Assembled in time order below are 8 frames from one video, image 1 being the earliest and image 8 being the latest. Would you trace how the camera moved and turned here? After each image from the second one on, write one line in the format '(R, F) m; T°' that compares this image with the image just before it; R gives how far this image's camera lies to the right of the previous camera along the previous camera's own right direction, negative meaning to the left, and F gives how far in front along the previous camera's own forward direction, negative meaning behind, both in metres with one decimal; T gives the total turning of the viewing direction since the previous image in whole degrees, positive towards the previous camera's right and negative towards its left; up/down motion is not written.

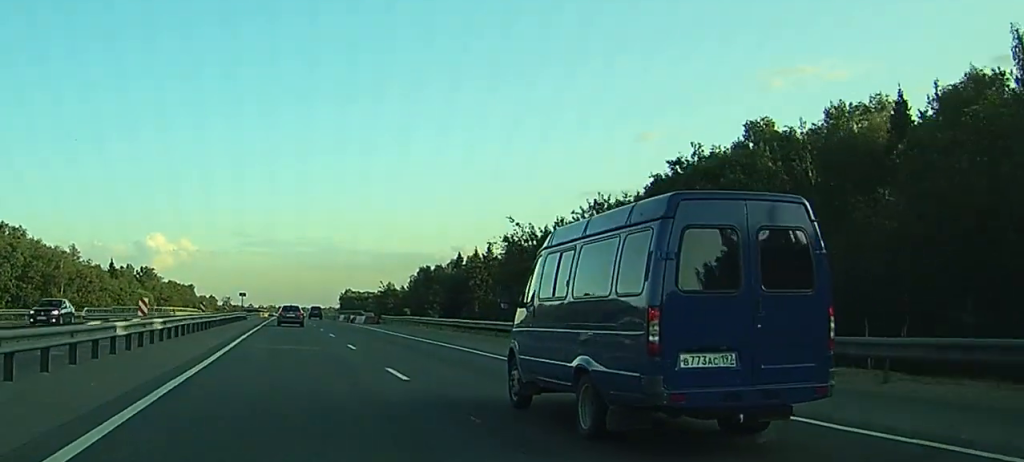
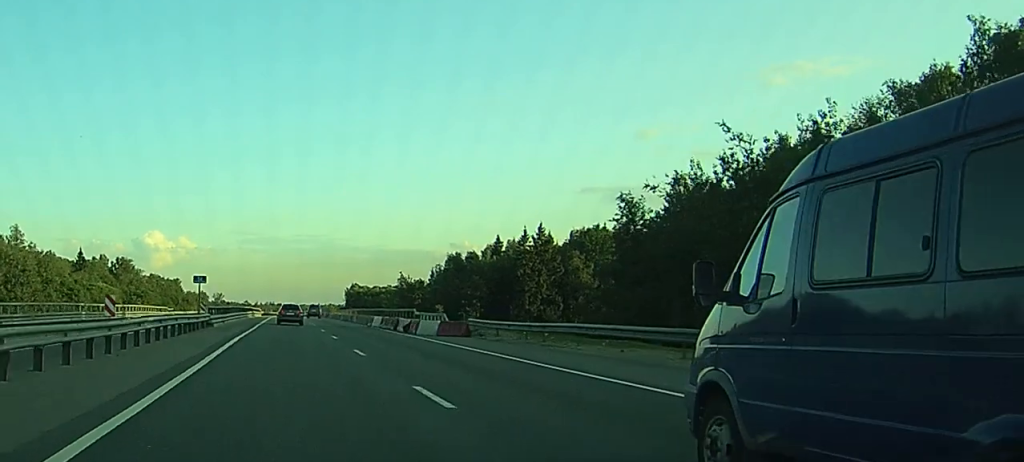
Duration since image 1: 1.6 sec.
(-0.1, +41.1) m; 0°
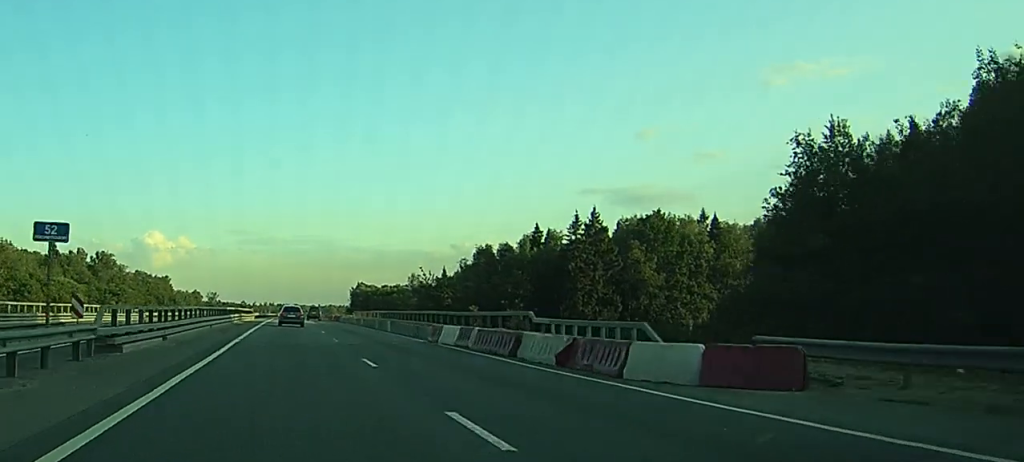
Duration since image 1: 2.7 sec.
(+0.1, +27.5) m; 0°
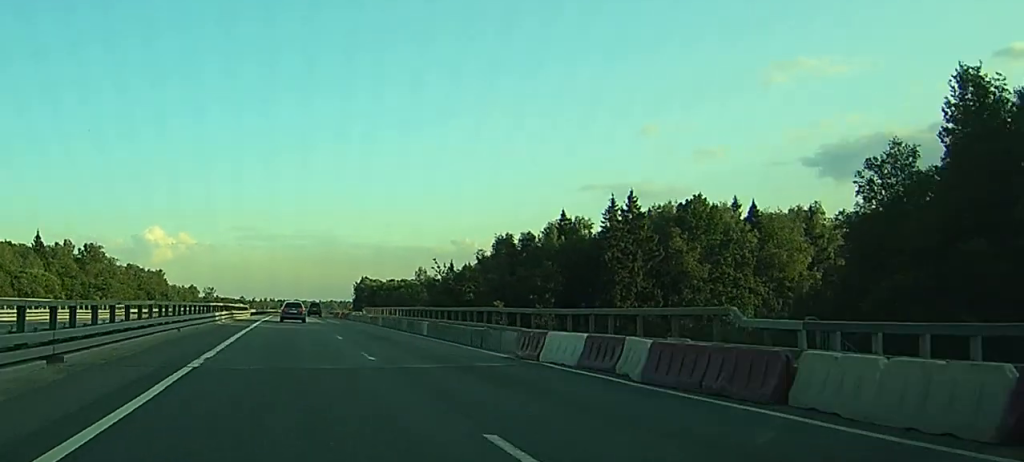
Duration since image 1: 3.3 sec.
(0.0, +14.1) m; 0°
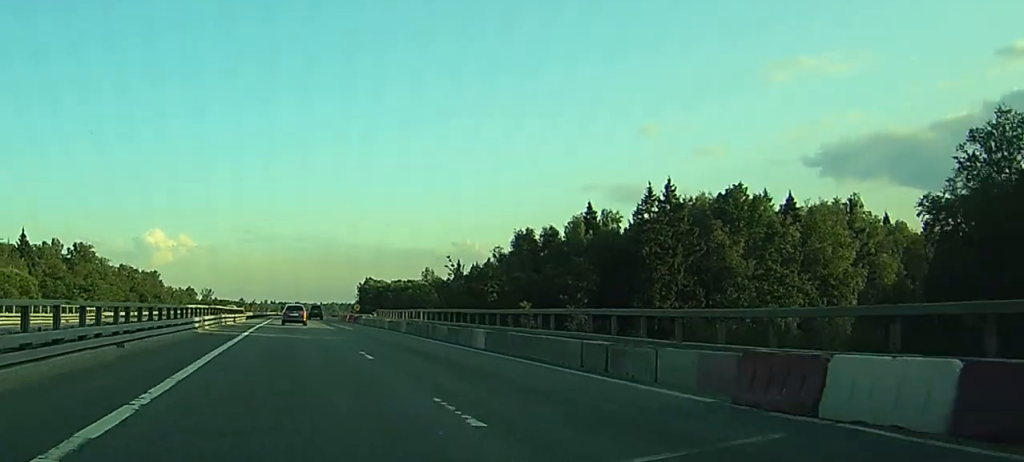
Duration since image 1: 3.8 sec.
(0.0, +11.6) m; 0°
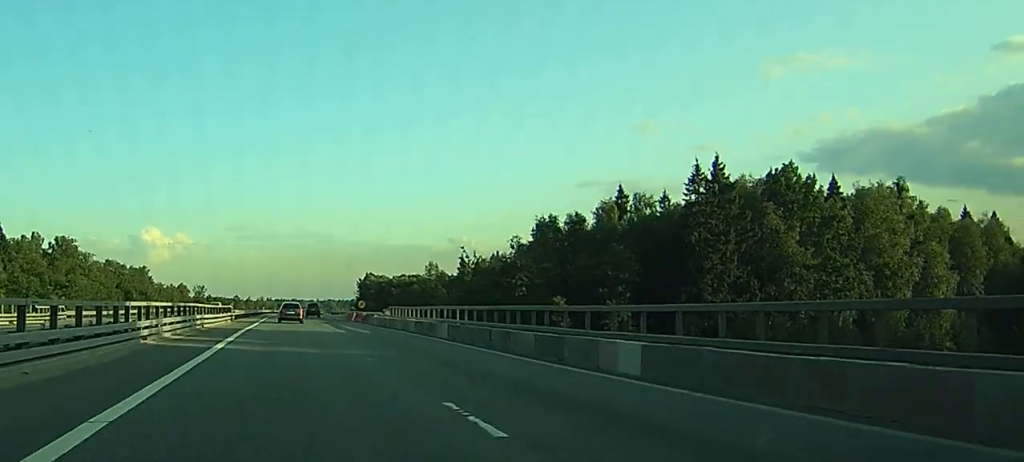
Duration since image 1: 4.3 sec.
(0.0, +13.2) m; 0°
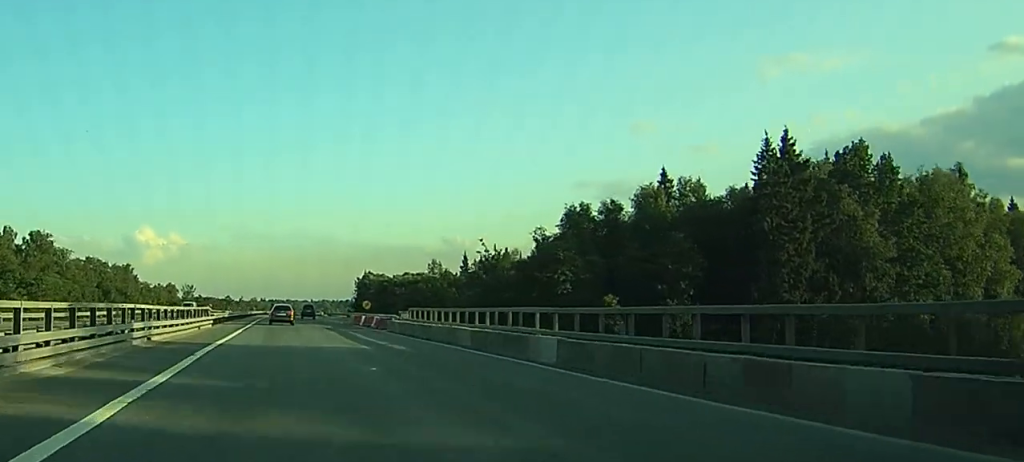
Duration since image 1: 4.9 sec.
(0.0, +14.8) m; 0°
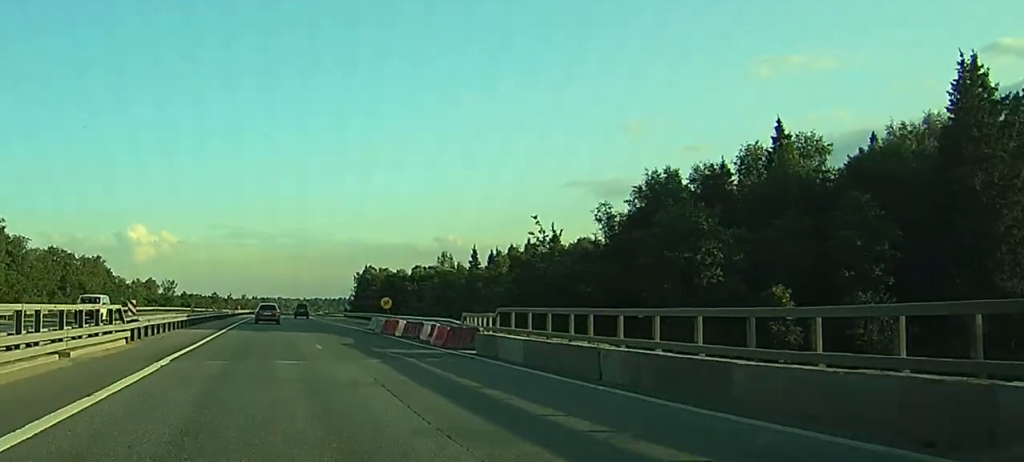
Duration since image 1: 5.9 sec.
(+0.1, +25.5) m; 0°
